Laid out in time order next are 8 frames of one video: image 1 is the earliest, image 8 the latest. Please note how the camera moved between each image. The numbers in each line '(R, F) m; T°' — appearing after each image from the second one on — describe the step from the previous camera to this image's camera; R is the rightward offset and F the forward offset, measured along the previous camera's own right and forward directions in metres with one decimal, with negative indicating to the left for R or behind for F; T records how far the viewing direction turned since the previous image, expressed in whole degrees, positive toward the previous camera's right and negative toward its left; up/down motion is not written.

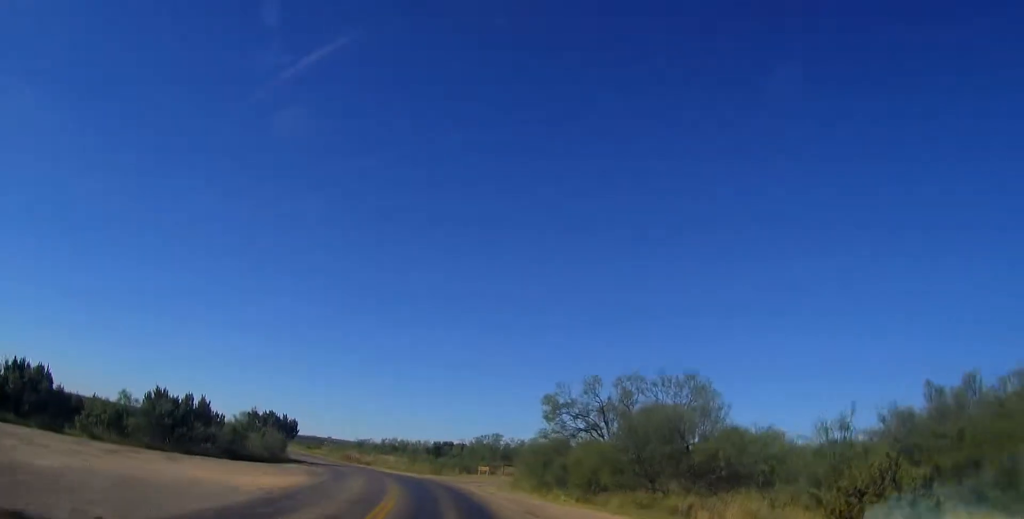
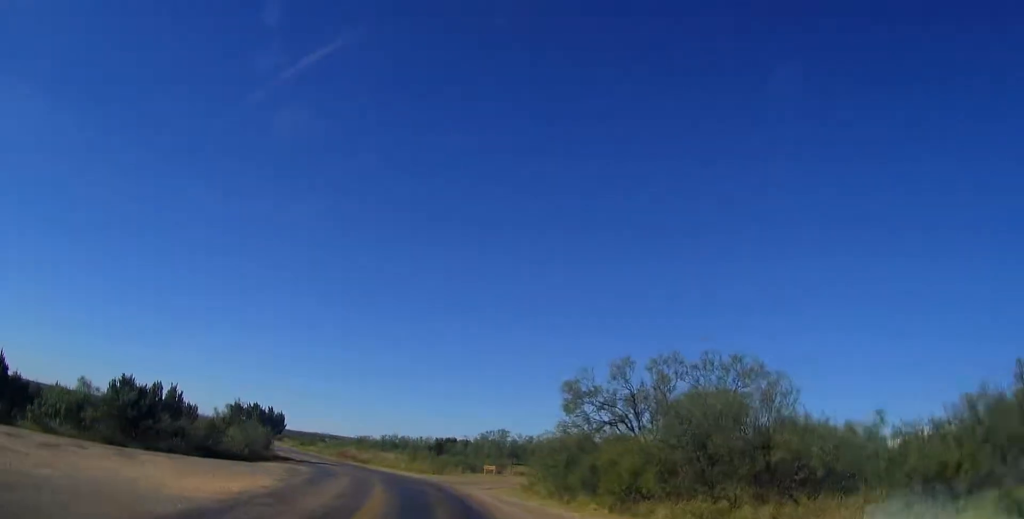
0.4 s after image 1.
(0.0, +5.3) m; -1°
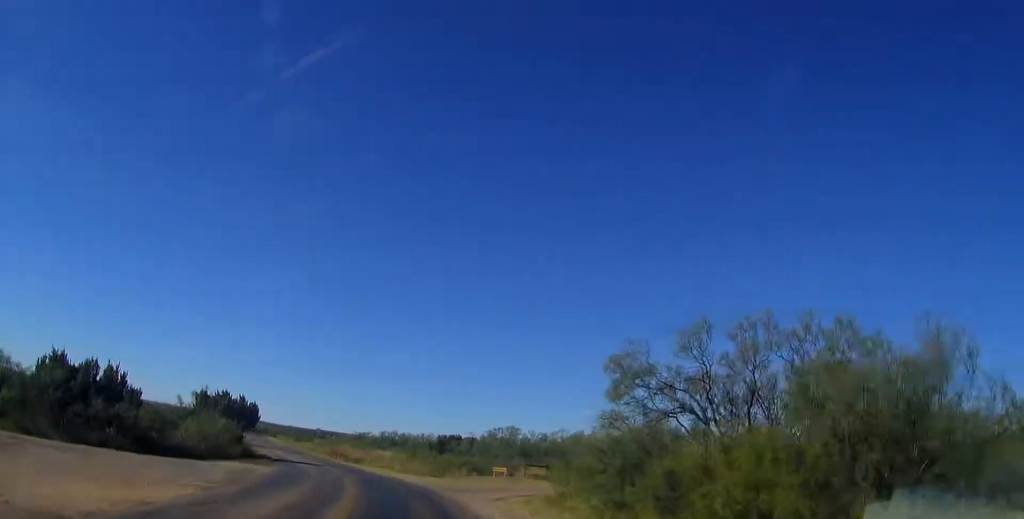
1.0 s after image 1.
(-0.1, +8.0) m; -2°
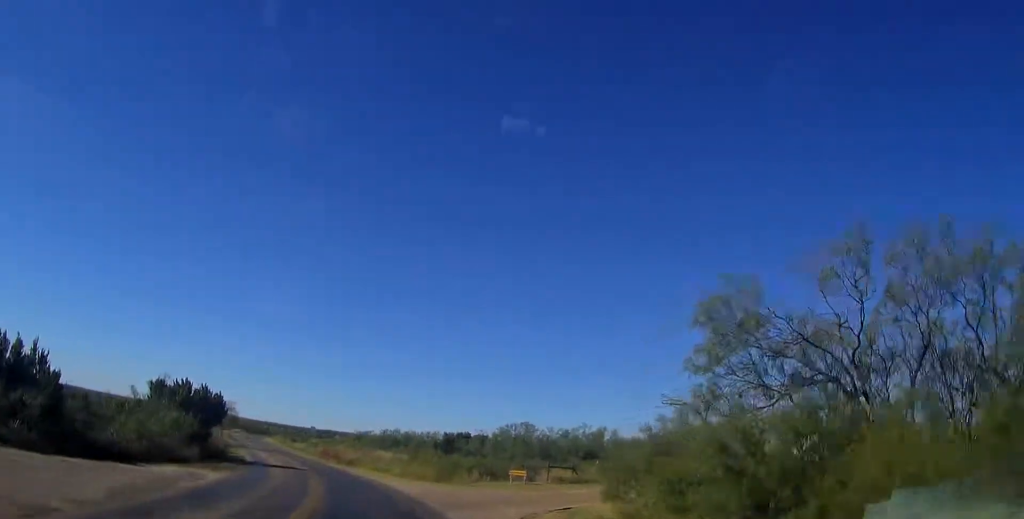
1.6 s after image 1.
(0.0, +8.0) m; -2°
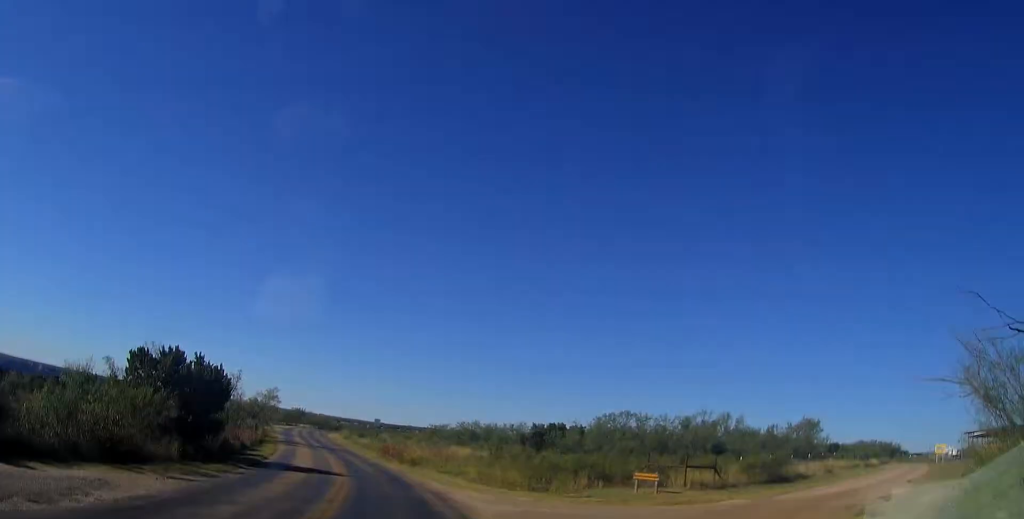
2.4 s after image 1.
(-0.3, +10.6) m; -5°
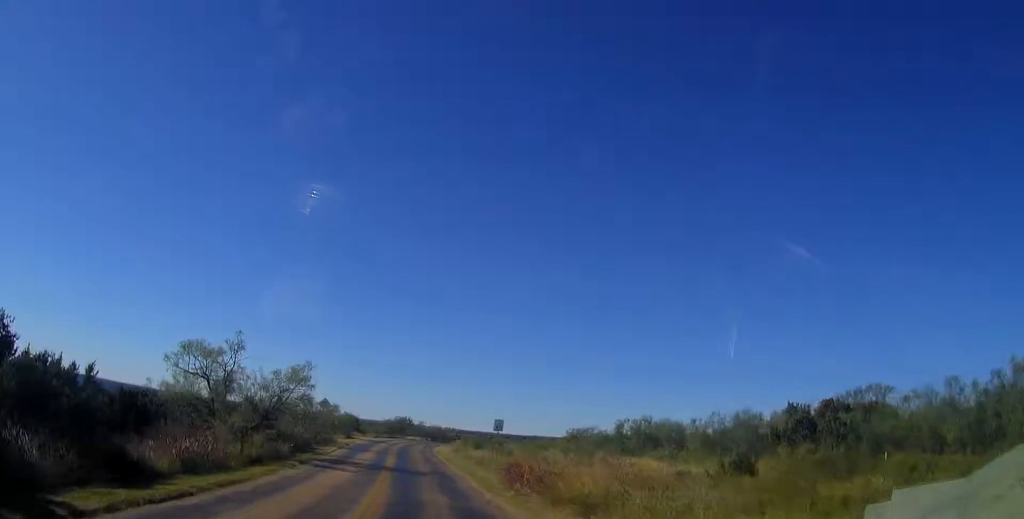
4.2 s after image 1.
(-2.8, +23.3) m; -11°
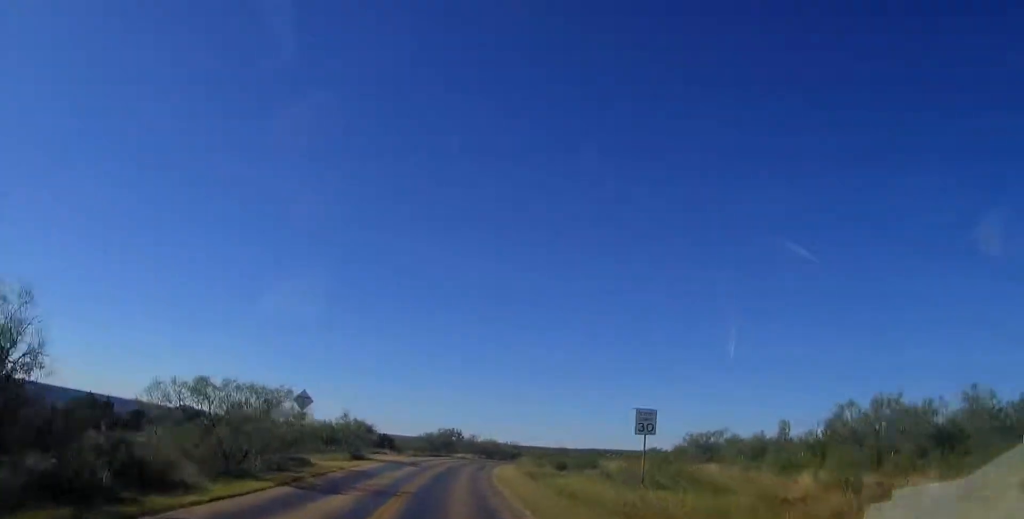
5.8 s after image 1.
(-0.9, +22.7) m; -4°
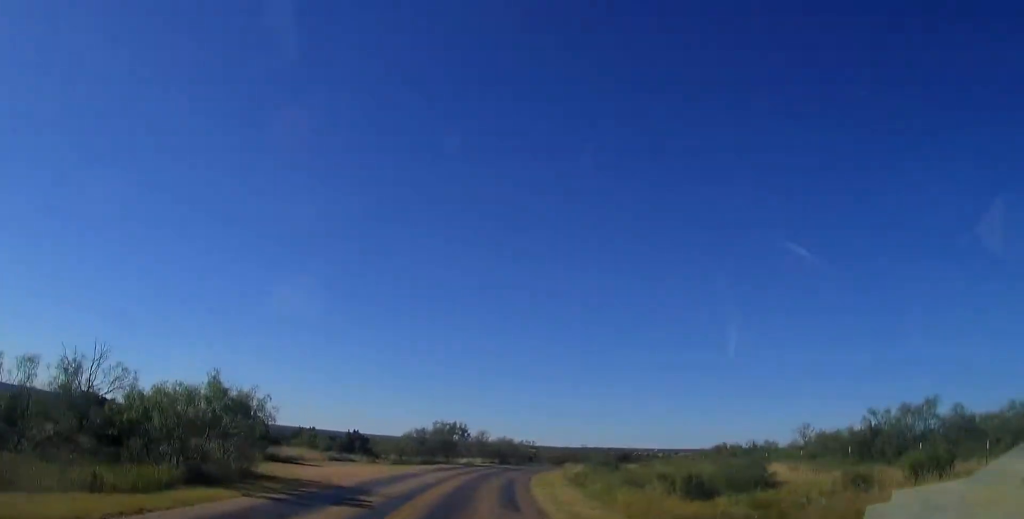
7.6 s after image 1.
(-1.0, +24.0) m; -2°
